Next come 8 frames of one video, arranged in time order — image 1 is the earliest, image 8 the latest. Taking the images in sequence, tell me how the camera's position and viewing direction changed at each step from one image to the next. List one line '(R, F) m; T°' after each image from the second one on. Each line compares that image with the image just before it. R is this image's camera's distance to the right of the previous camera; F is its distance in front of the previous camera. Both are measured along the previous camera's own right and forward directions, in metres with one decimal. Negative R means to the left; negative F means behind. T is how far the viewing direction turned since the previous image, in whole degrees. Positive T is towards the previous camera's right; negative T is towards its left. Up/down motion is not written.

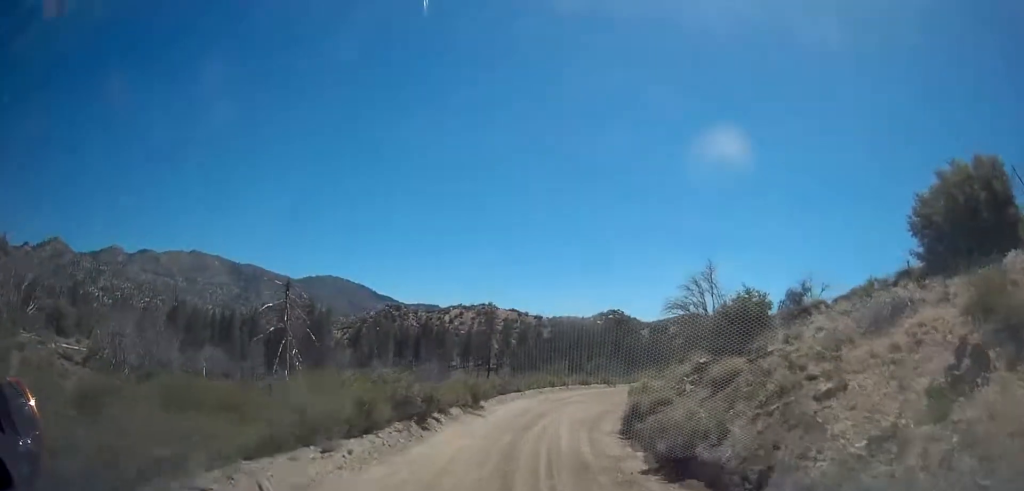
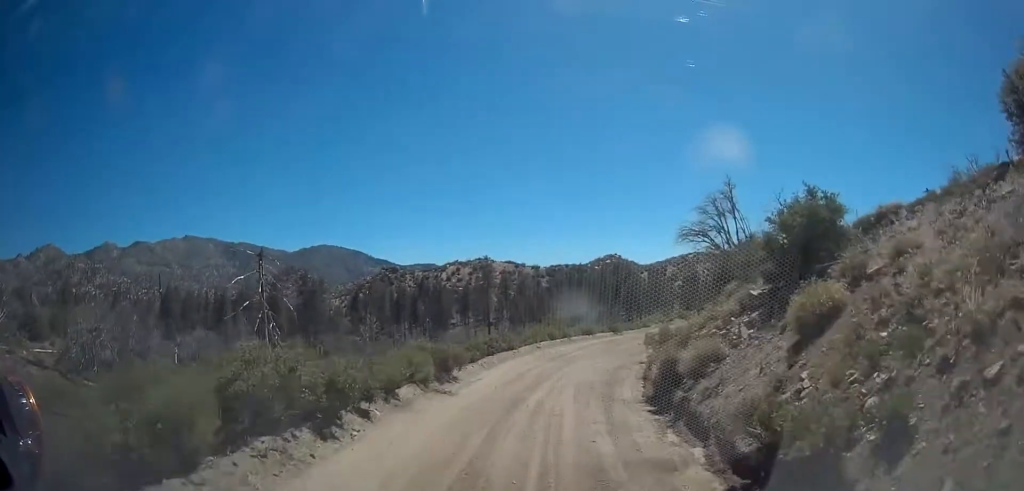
(+0.2, +6.0) m; 0°
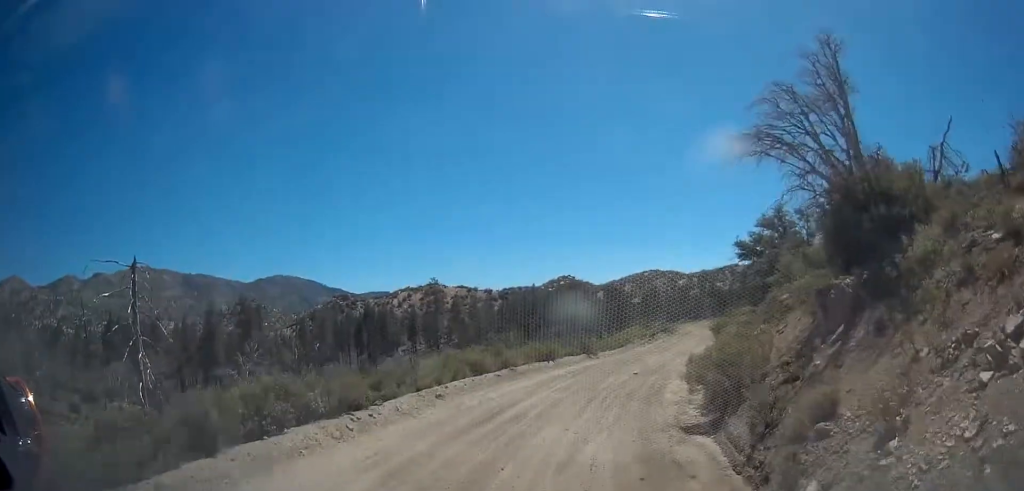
(+0.3, +16.3) m; +6°
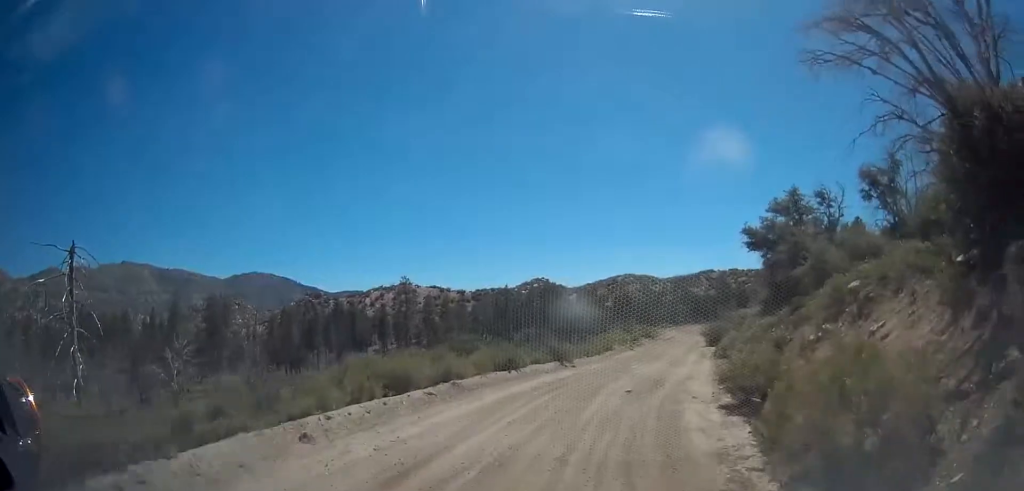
(+0.1, +6.1) m; +3°
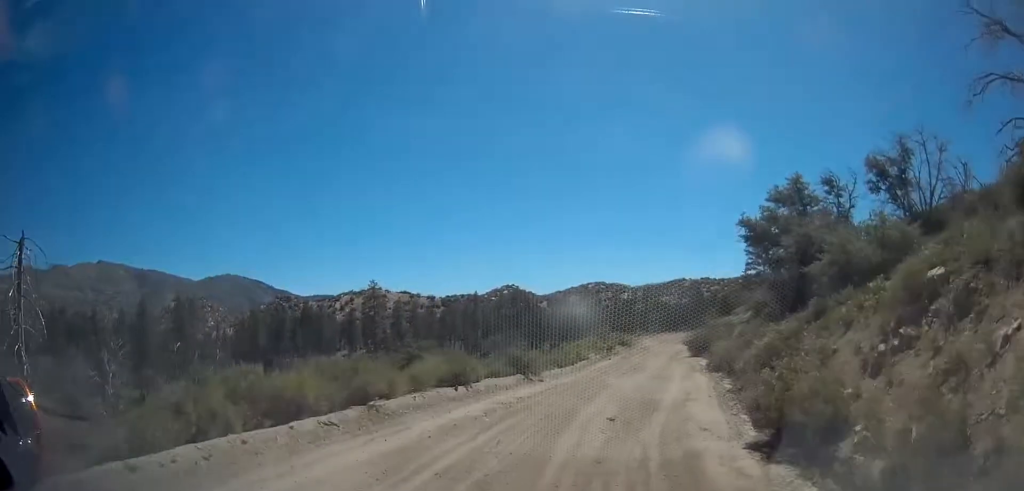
(-0.3, +4.1) m; +1°
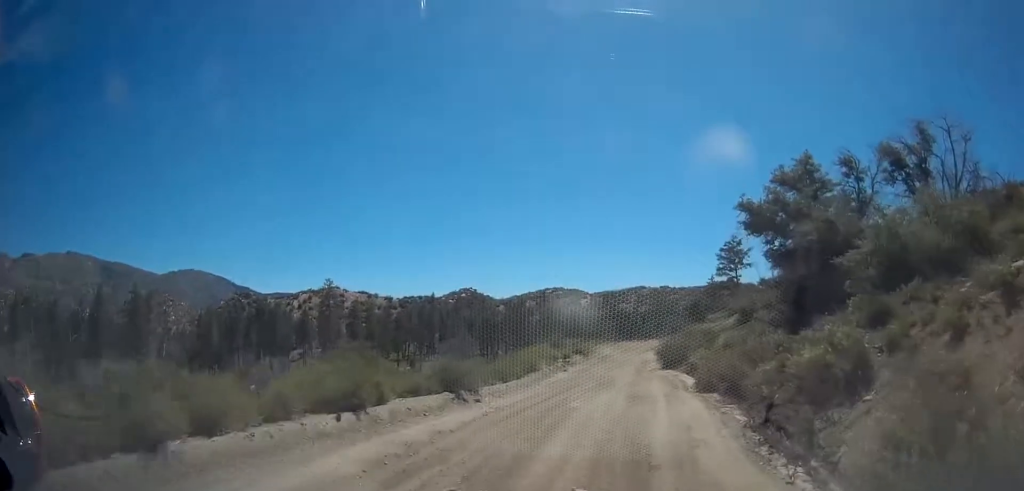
(+0.5, +5.1) m; +4°
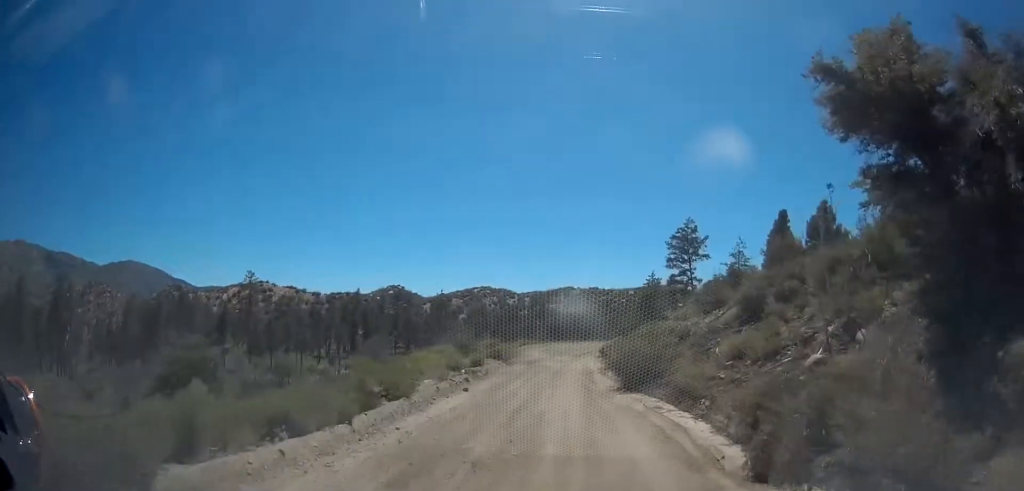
(+0.4, +11.0) m; +6°
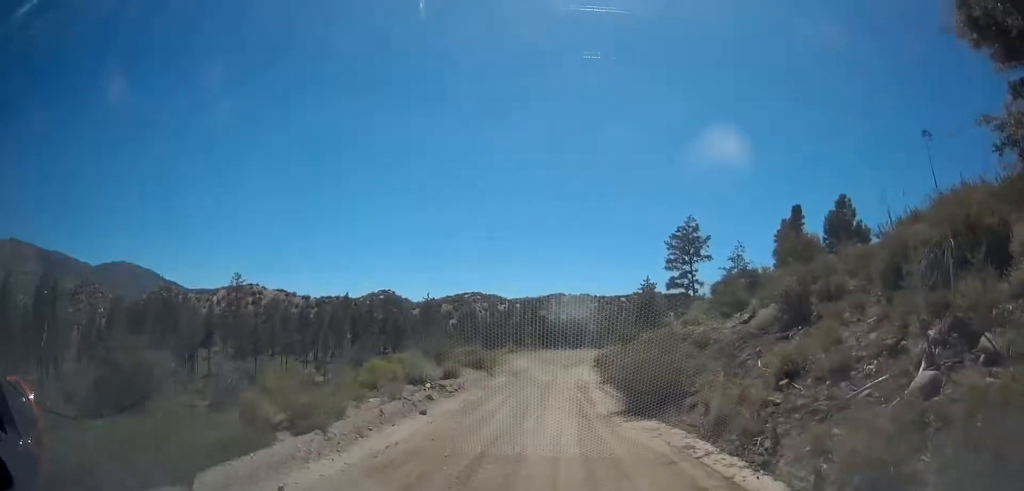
(+0.2, +4.4) m; +3°
